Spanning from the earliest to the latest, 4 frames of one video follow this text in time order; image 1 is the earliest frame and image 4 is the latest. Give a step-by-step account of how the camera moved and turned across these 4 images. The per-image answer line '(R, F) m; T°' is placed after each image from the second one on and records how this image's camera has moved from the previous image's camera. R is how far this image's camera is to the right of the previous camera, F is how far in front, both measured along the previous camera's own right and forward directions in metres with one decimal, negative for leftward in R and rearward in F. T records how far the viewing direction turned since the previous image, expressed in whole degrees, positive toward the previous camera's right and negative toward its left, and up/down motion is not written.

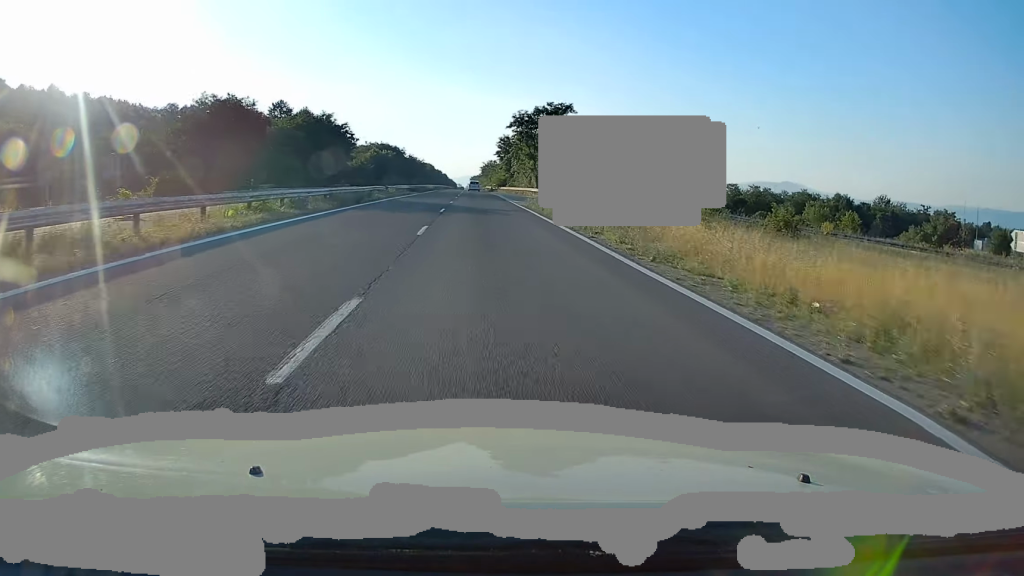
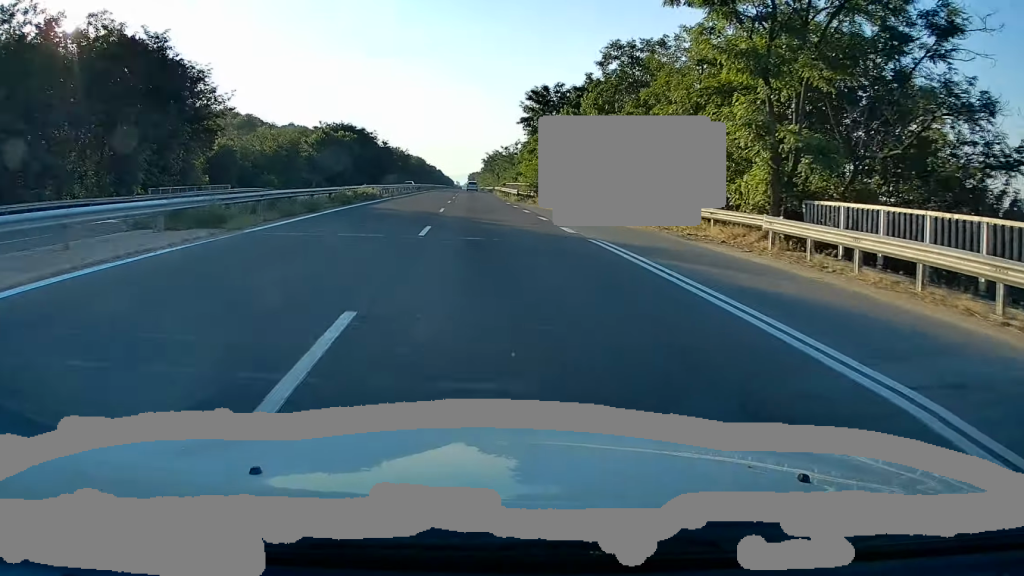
(+0.7, +61.1) m; 0°
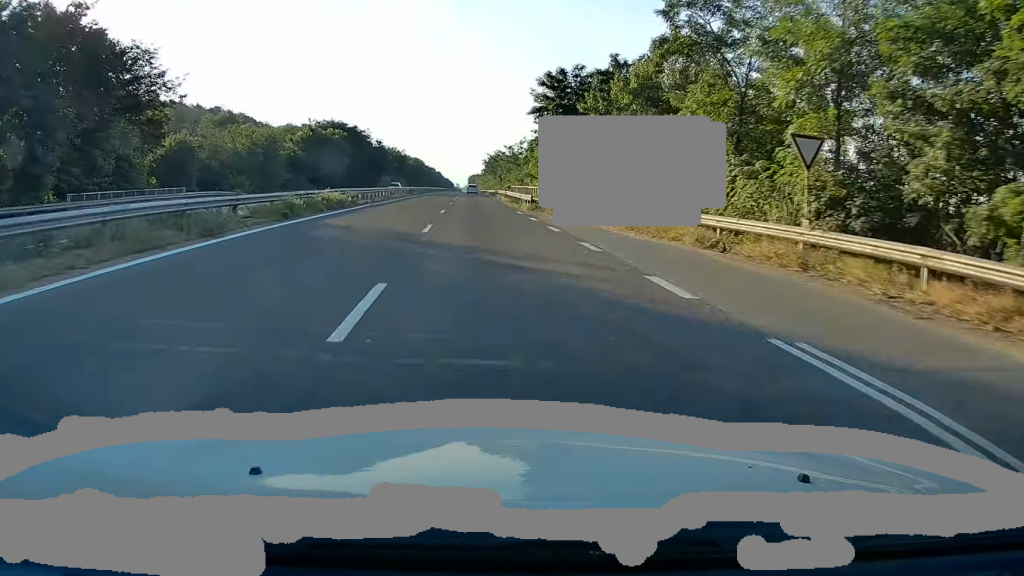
(-0.2, +10.1) m; -1°
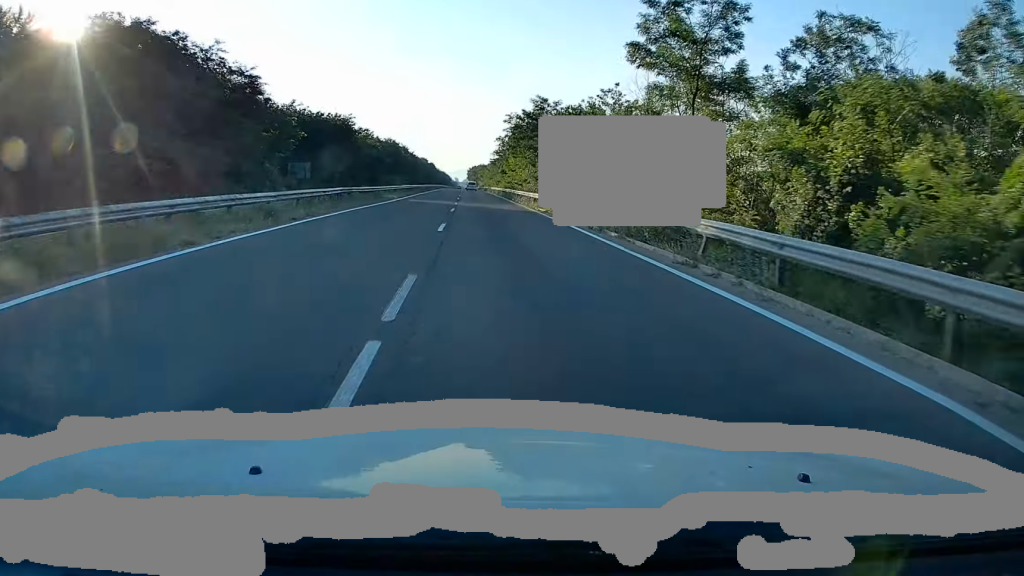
(-0.2, +83.8) m; 0°
